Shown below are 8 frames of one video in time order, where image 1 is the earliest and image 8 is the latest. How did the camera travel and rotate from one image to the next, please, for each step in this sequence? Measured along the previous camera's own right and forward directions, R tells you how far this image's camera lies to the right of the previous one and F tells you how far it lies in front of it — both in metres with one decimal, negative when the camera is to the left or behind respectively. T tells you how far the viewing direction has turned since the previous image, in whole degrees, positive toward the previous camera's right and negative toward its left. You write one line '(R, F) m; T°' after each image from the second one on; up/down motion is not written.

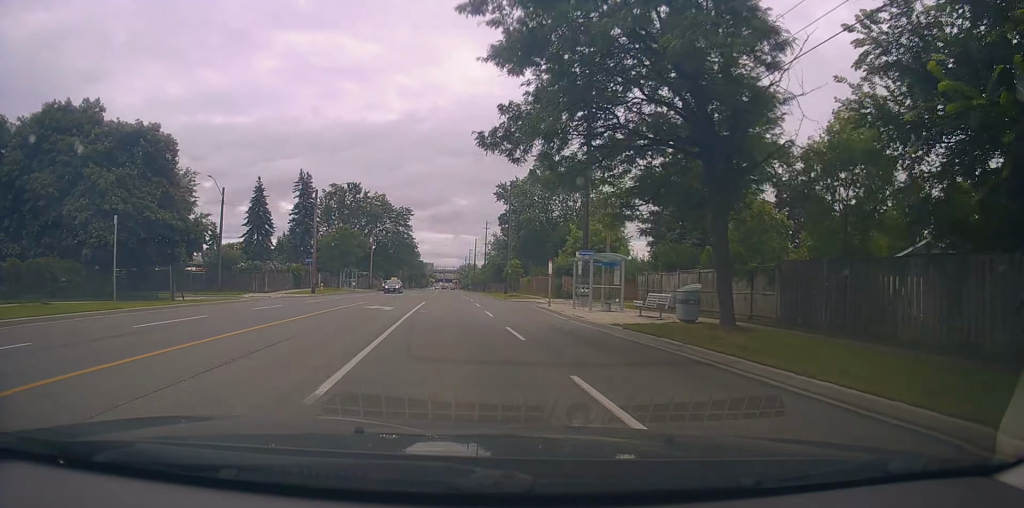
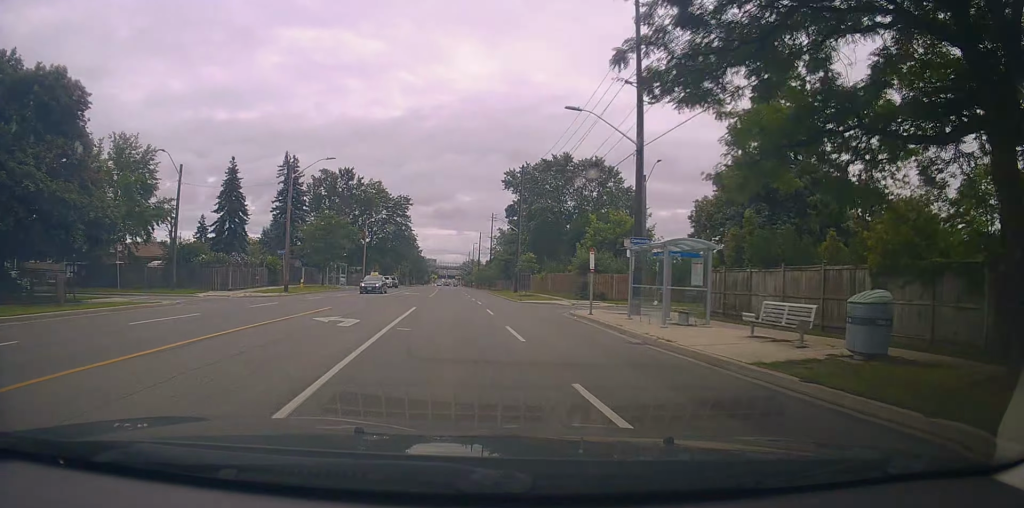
(+0.1, +8.9) m; 0°
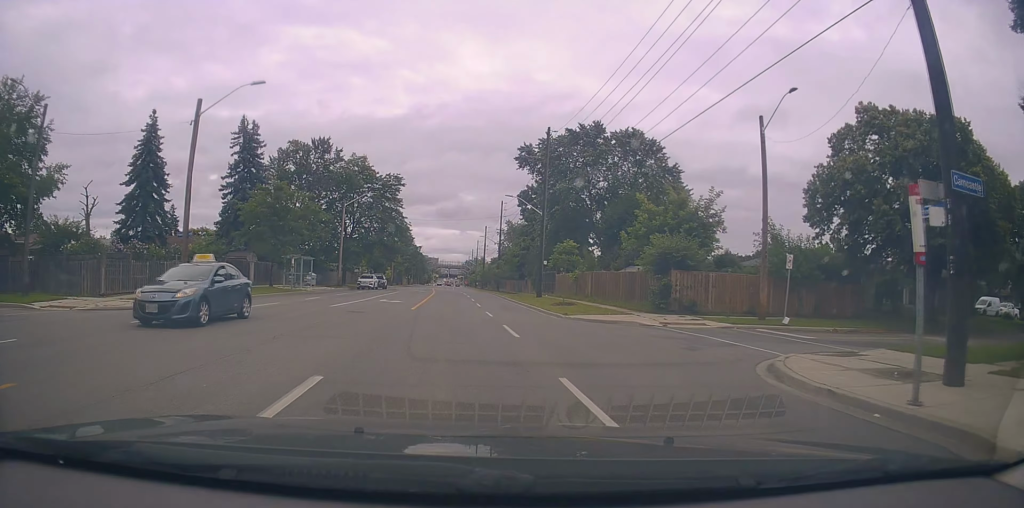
(0.0, +16.8) m; 0°
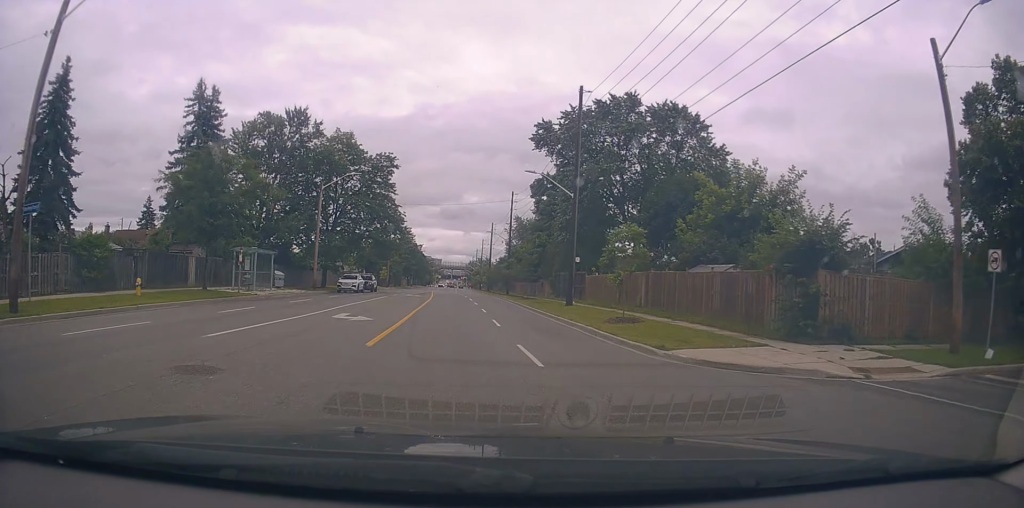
(0.0, +11.7) m; -2°
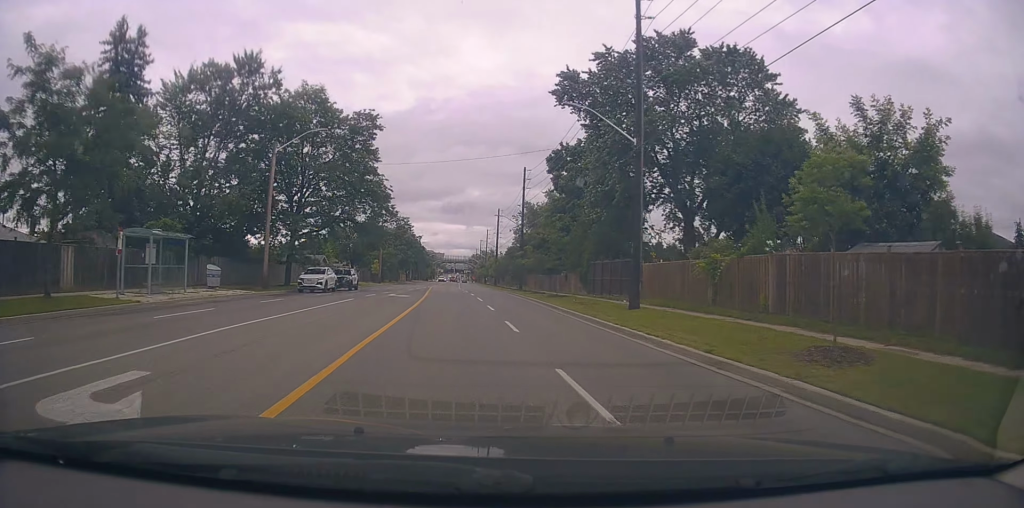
(-0.4, +13.0) m; -1°
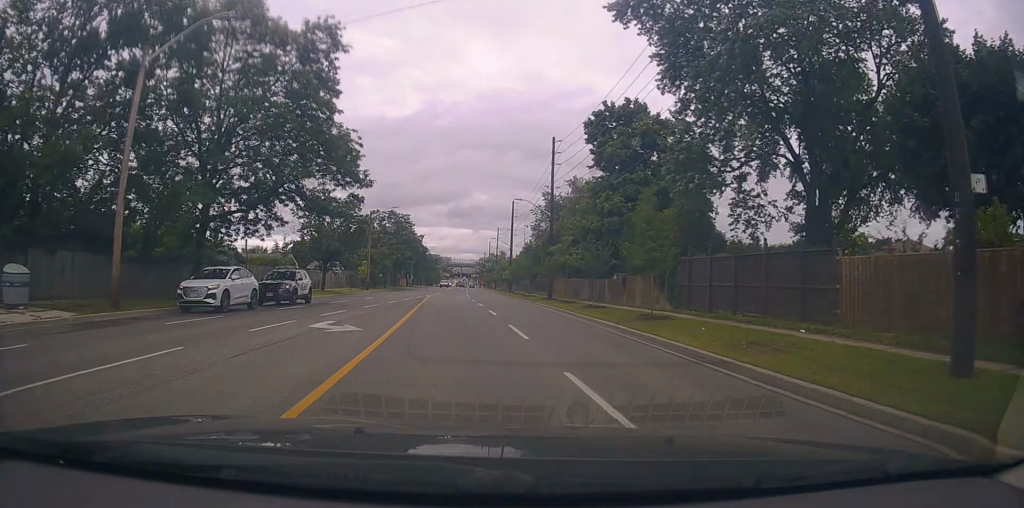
(0.0, +16.9) m; +2°
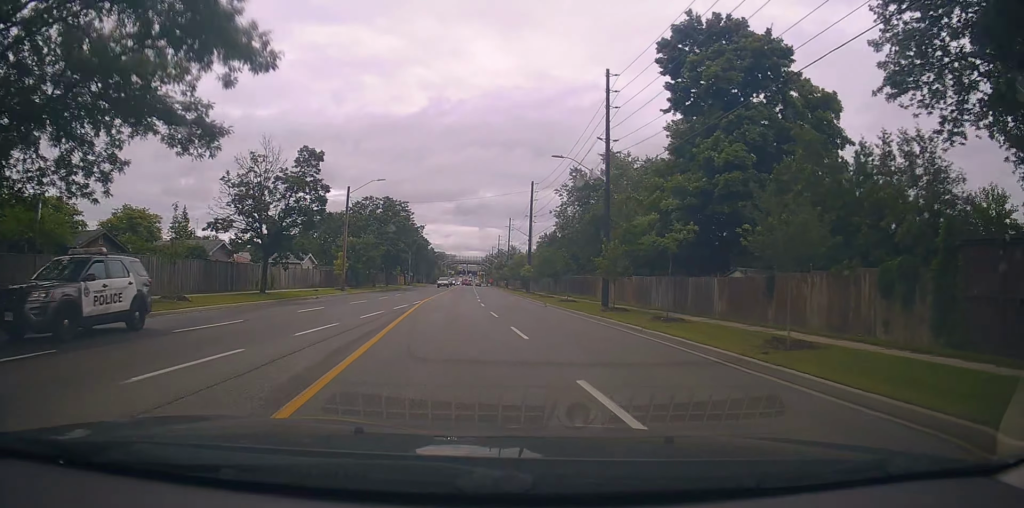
(+0.5, +17.1) m; -1°
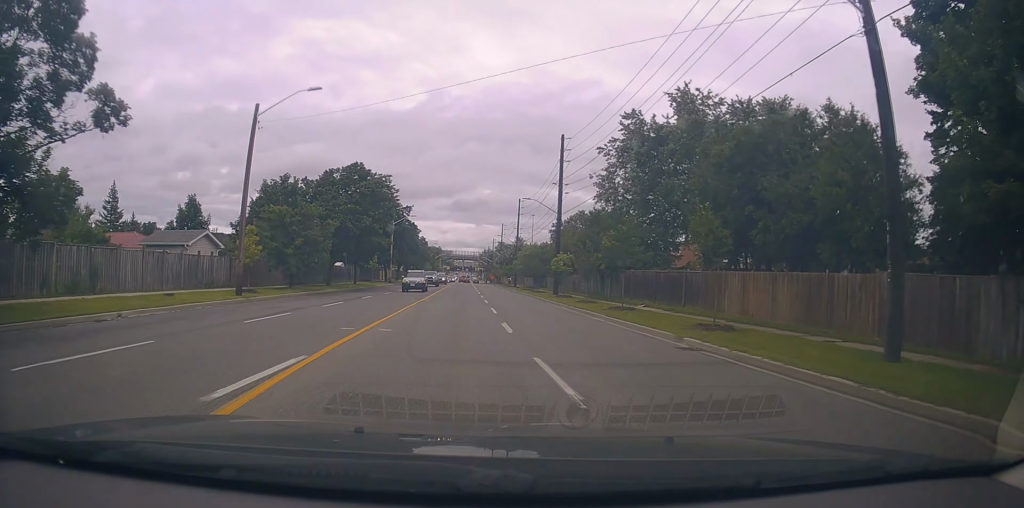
(-1.1, +23.6) m; -2°
